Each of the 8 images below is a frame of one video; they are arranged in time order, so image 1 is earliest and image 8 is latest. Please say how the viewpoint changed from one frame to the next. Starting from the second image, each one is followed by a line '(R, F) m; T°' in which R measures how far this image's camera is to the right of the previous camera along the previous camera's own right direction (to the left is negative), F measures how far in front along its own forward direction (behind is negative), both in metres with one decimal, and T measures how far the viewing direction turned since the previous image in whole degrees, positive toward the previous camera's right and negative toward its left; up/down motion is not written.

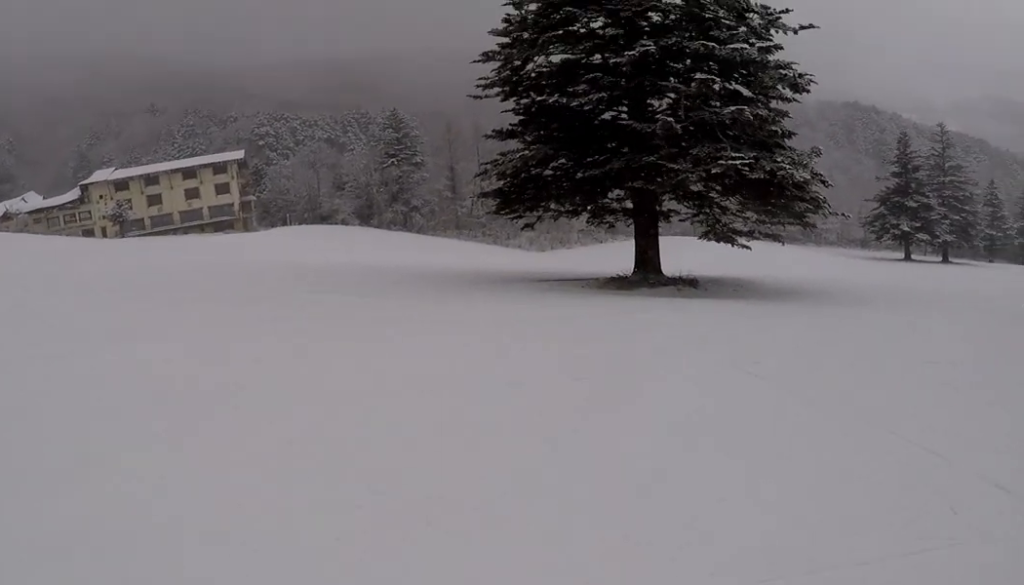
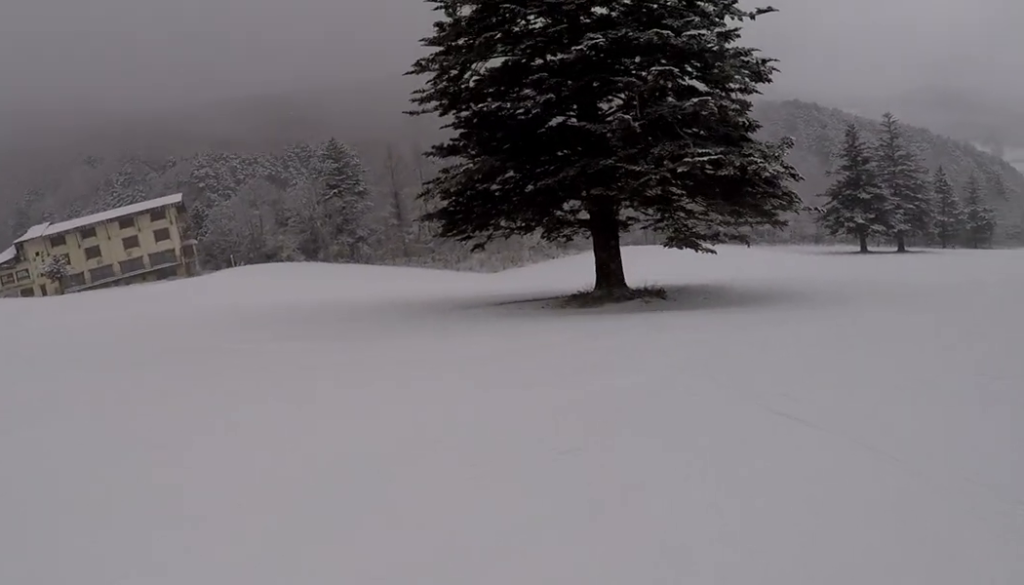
(+0.2, +2.6) m; +8°
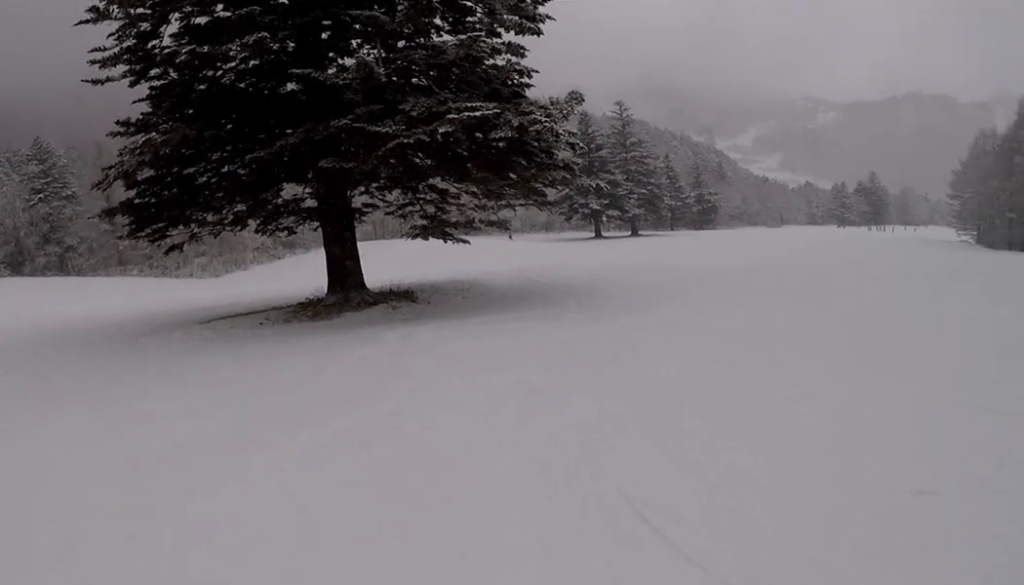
(+1.3, +6.4) m; +18°
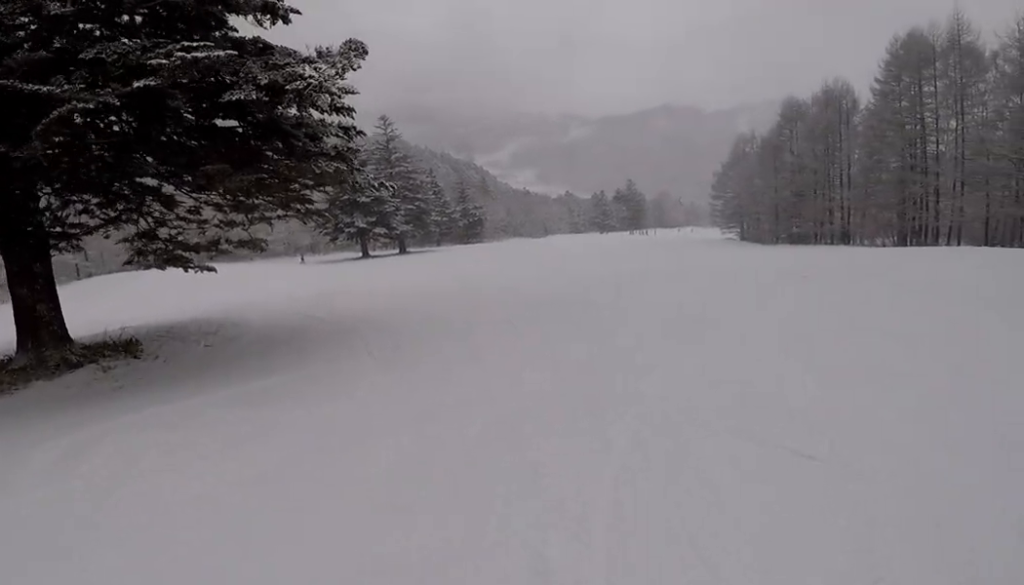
(+0.5, +6.5) m; +16°
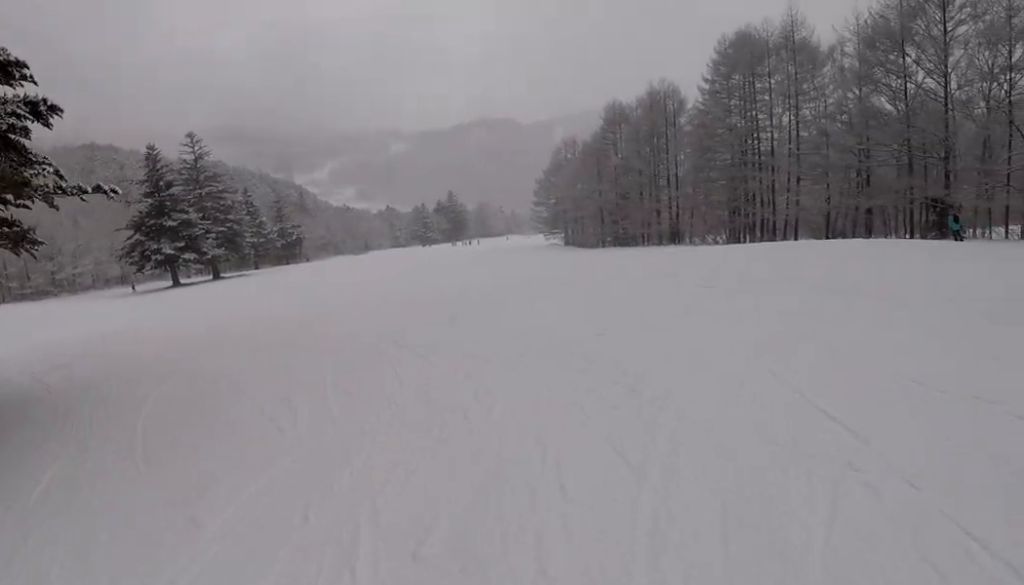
(+1.0, +5.1) m; +17°
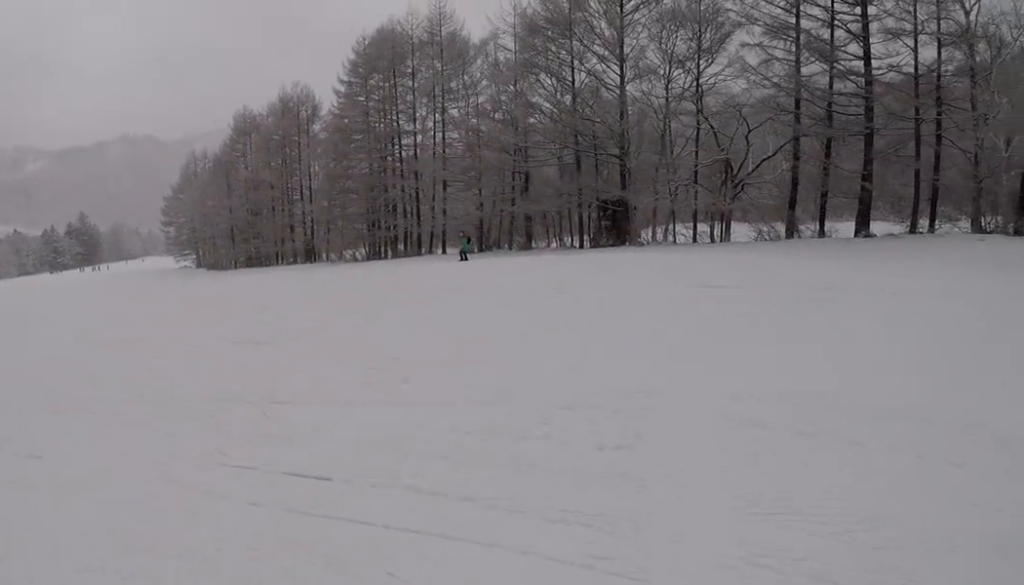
(+2.3, +8.8) m; +33°
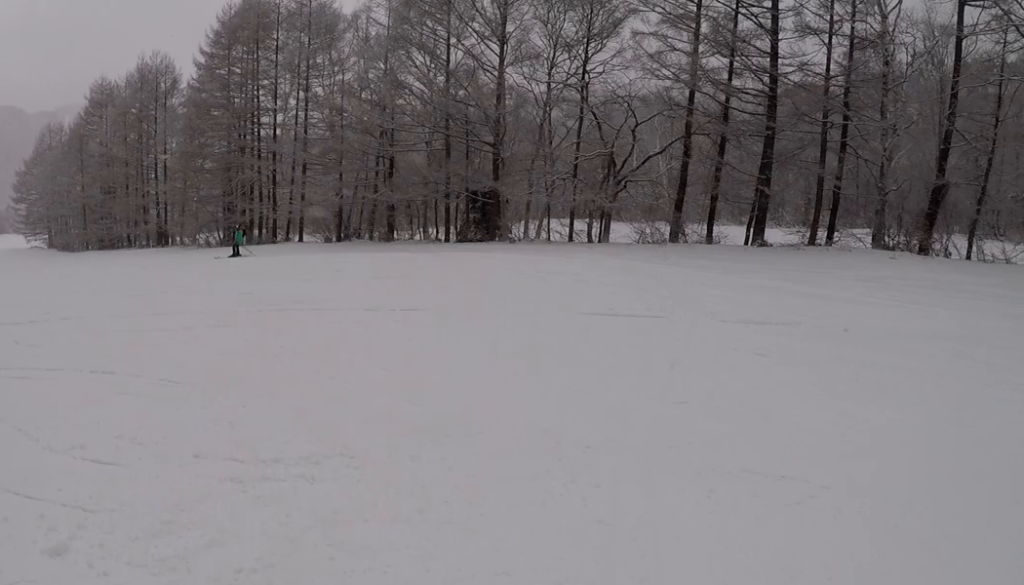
(+0.5, +3.8) m; +14°
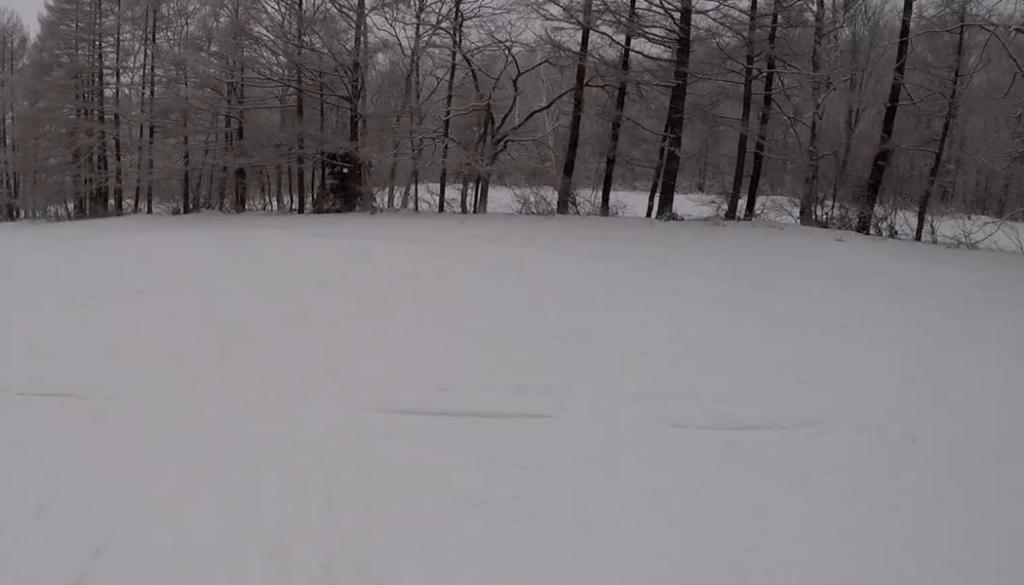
(+0.8, +5.8) m; +7°
